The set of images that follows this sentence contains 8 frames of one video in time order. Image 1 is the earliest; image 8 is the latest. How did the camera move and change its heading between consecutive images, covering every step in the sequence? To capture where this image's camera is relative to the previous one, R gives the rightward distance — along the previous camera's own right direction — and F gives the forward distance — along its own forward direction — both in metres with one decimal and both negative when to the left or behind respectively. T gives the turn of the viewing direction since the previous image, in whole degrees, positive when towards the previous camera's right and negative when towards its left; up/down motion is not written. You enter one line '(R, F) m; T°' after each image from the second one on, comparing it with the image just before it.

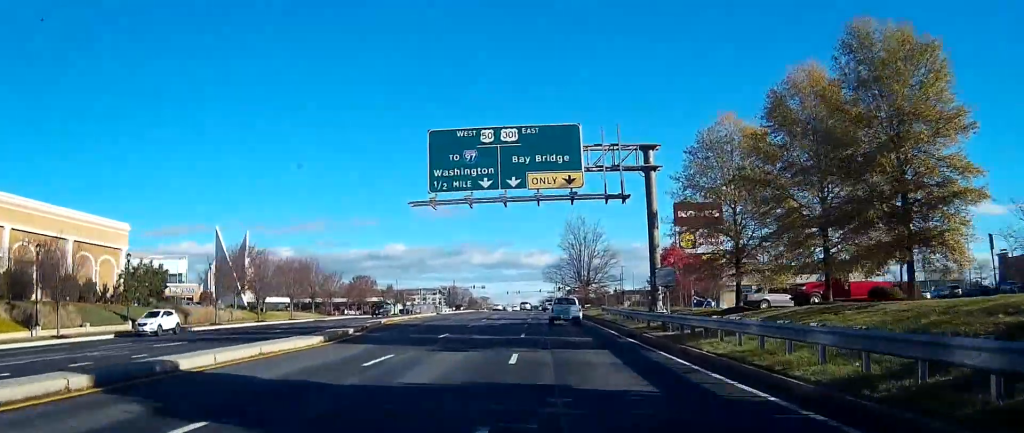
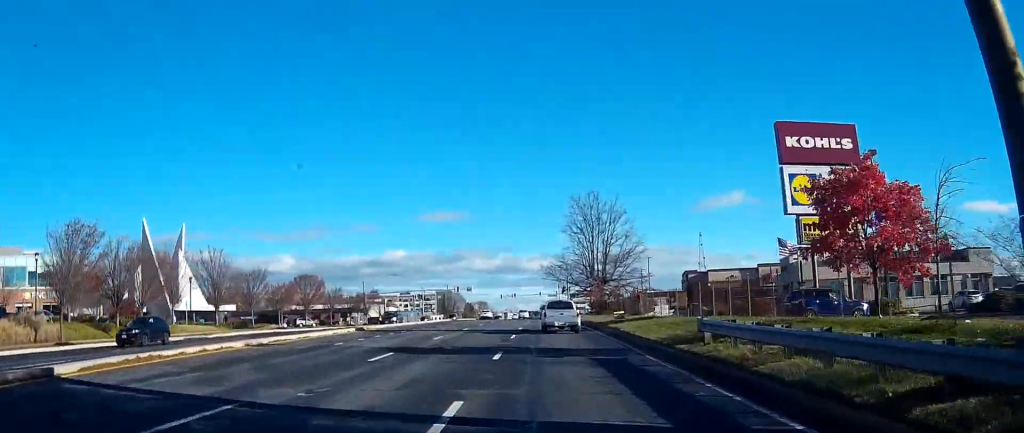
(+0.2, +34.1) m; 0°
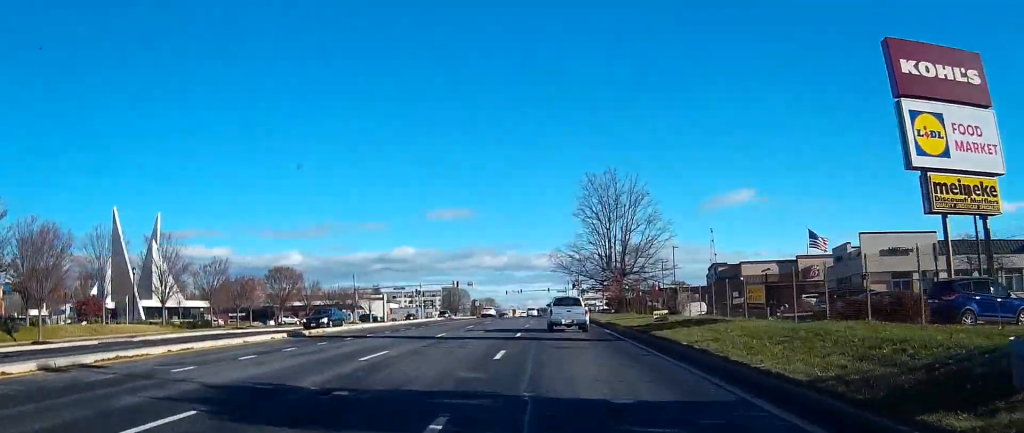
(+0.1, +13.7) m; 0°
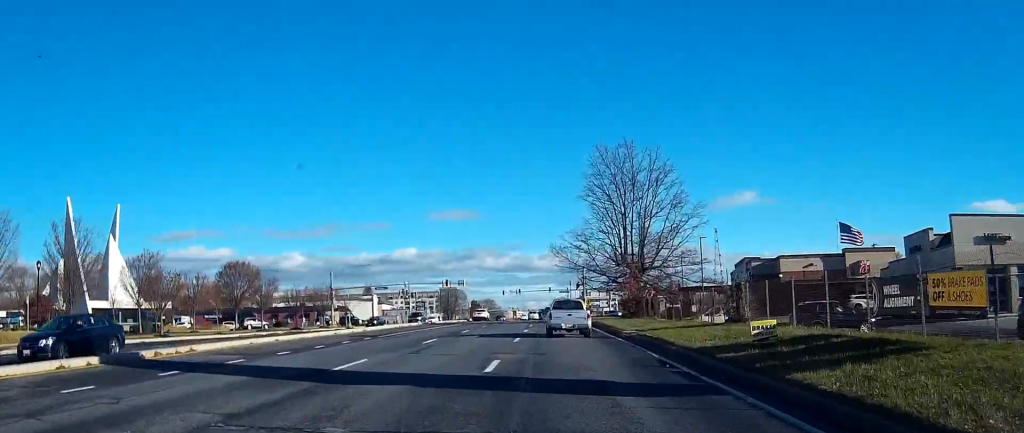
(-0.3, +15.1) m; 0°
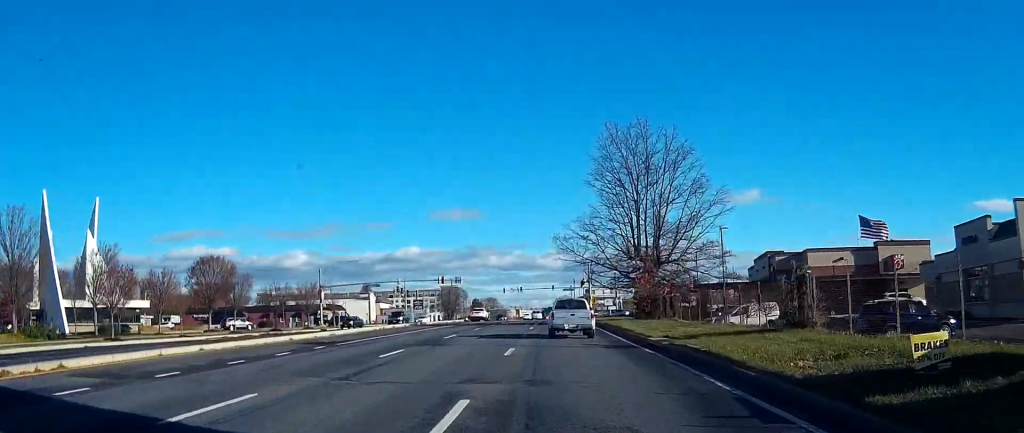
(0.0, +7.7) m; 0°
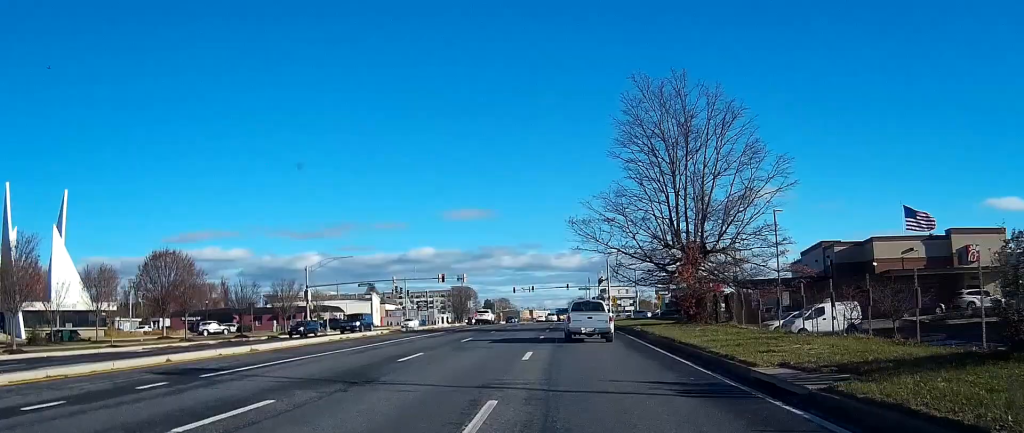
(+0.1, +12.5) m; 0°
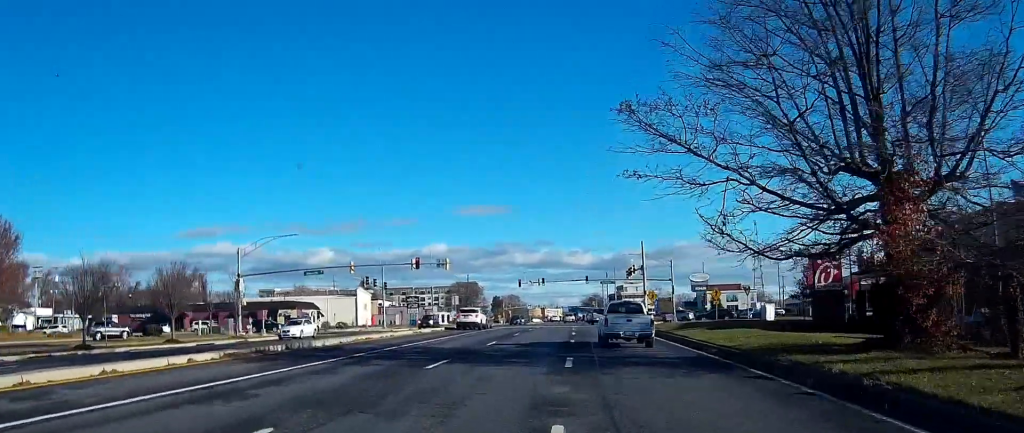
(-0.2, +27.0) m; -1°
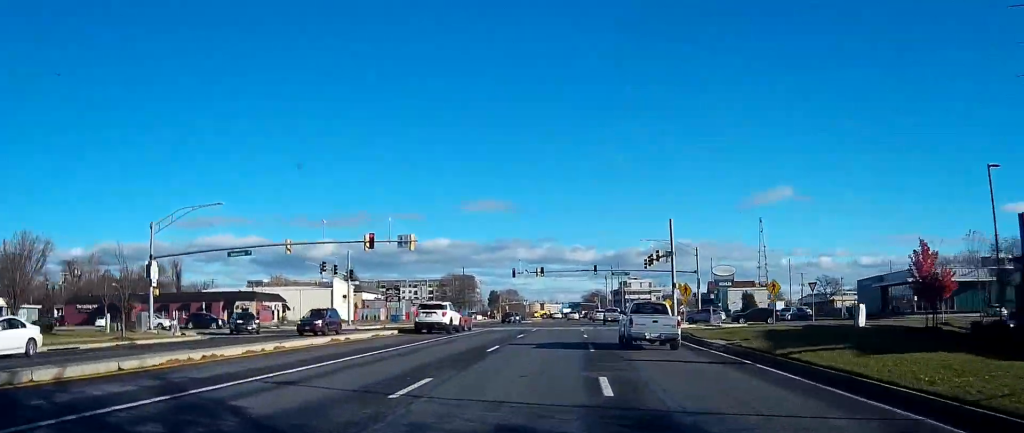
(-0.1, +18.1) m; -1°
